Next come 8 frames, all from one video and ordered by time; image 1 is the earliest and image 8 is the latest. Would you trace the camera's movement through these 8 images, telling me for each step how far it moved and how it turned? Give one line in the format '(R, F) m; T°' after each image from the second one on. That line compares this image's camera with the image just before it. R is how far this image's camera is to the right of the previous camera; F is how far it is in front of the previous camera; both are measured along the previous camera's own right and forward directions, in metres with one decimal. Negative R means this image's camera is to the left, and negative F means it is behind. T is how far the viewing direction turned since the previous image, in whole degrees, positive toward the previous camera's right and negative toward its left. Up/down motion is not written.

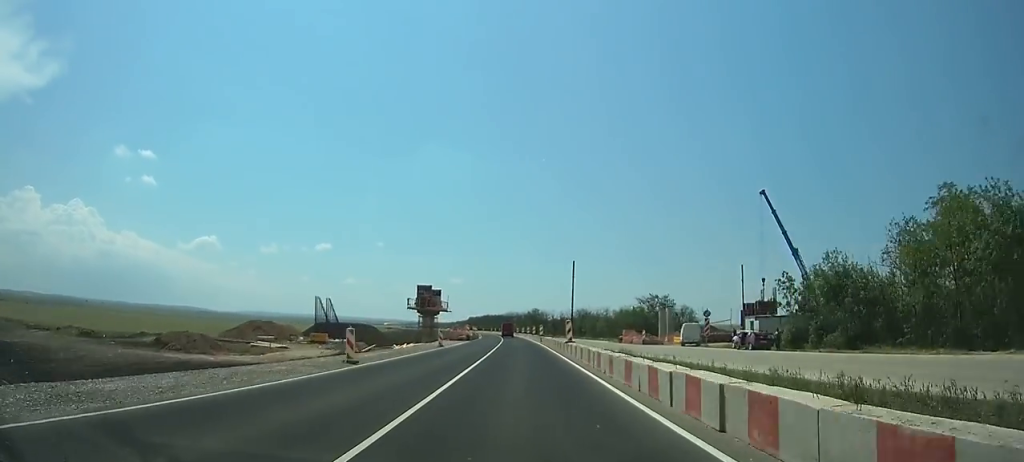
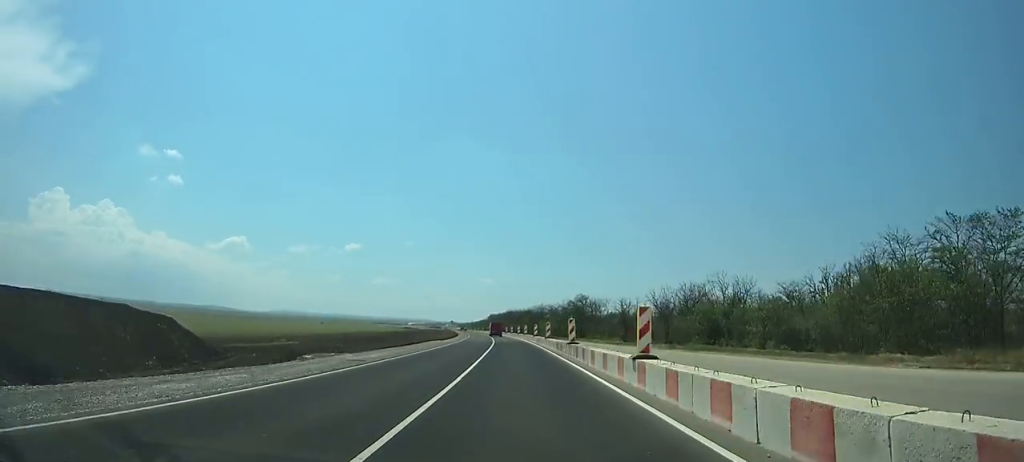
(-2.3, +96.8) m; -2°
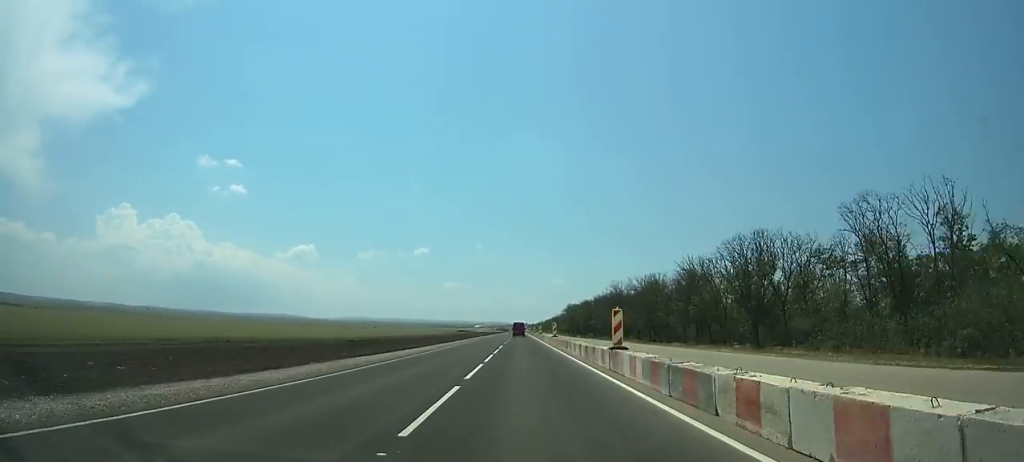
(-10.5, +164.3) m; -7°
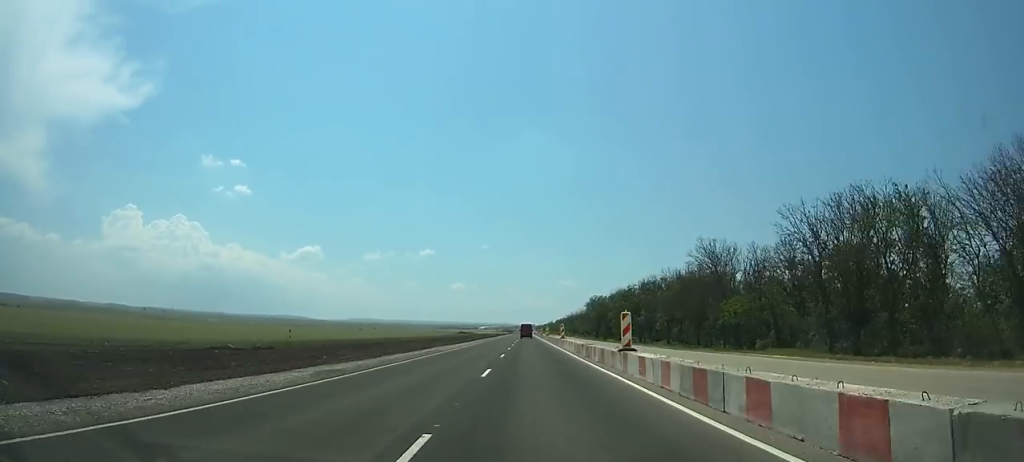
(0.0, +62.5) m; 0°
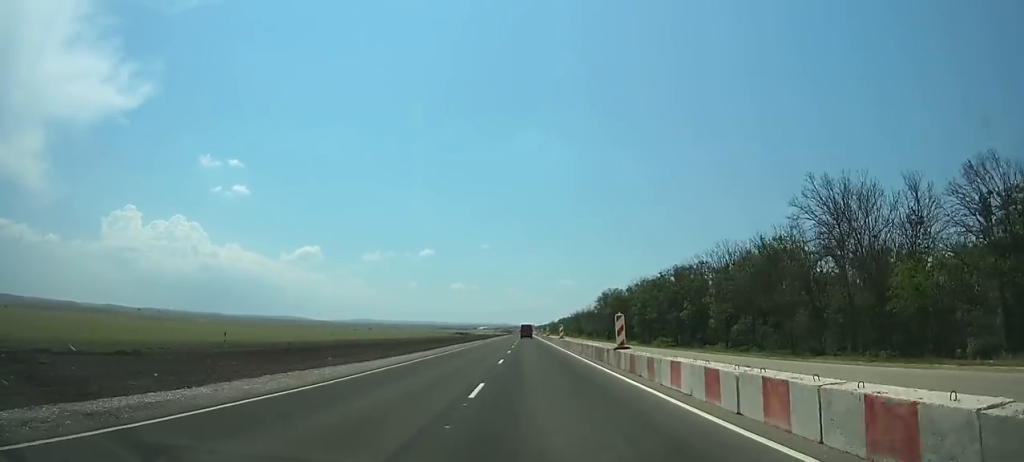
(0.0, +30.0) m; 0°
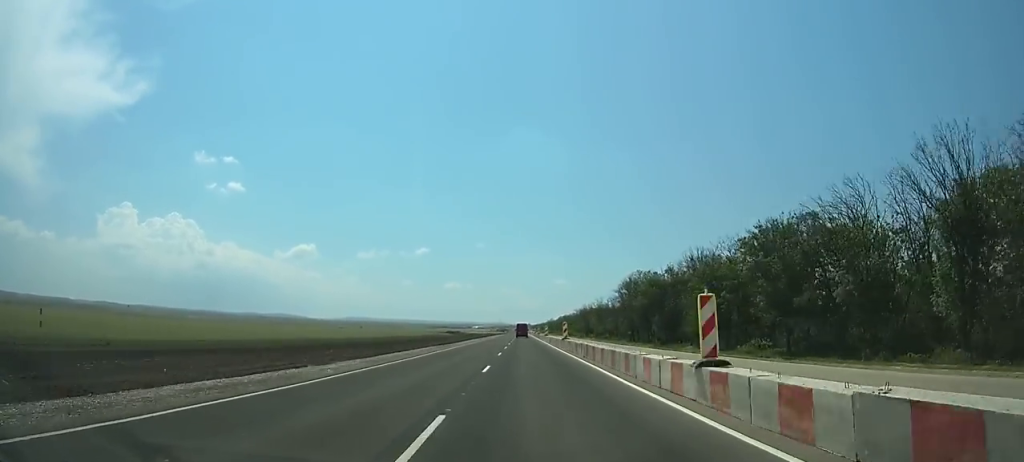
(0.0, +41.4) m; 0°
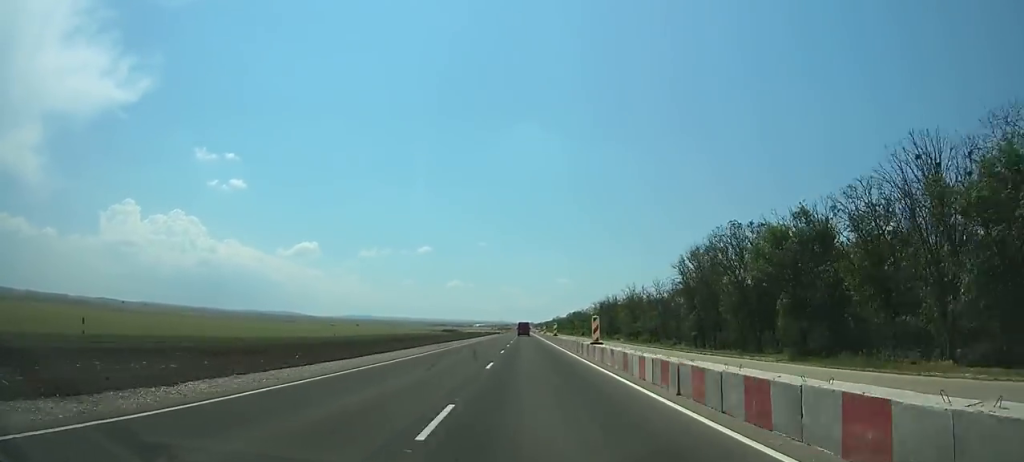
(0.0, +46.0) m; 0°
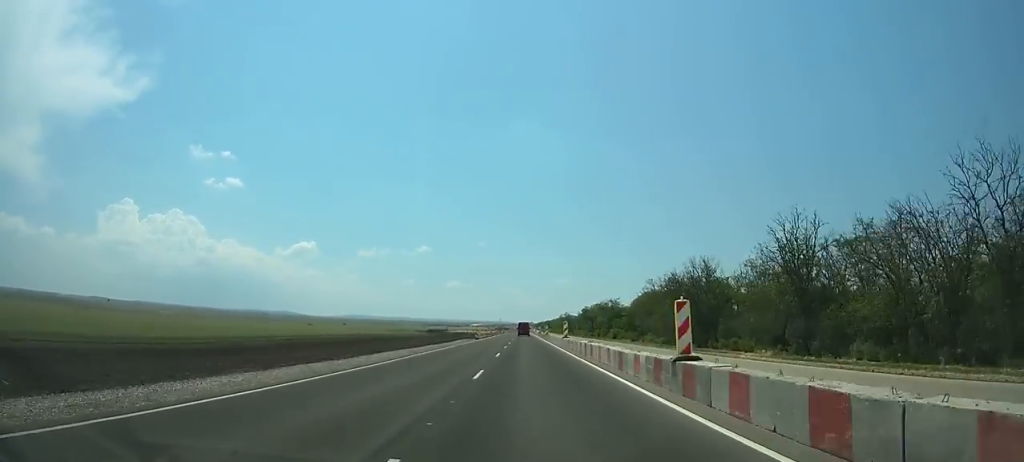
(-0.4, +77.5) m; 0°
